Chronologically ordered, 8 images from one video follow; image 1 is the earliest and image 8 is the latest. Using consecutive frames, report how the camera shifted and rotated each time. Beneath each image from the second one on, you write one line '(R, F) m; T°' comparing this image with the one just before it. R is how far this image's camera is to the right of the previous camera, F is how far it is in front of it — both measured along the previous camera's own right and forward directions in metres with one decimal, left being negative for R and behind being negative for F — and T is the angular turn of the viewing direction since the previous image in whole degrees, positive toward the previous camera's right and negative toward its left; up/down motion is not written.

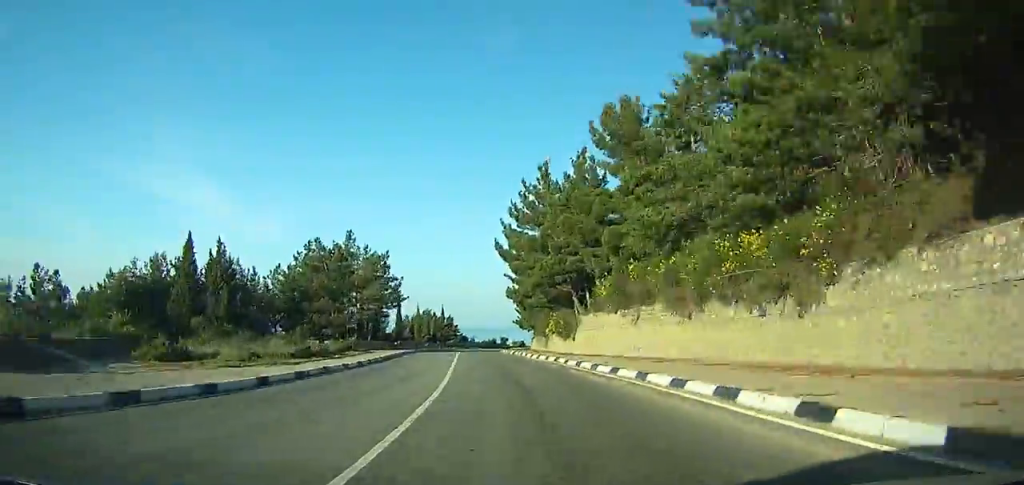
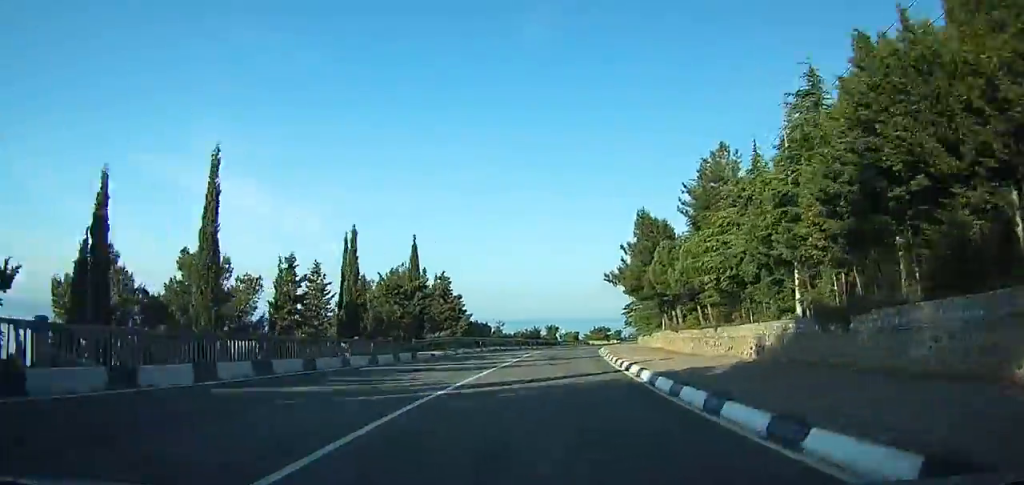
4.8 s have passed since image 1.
(-8.4, +73.5) m; -6°
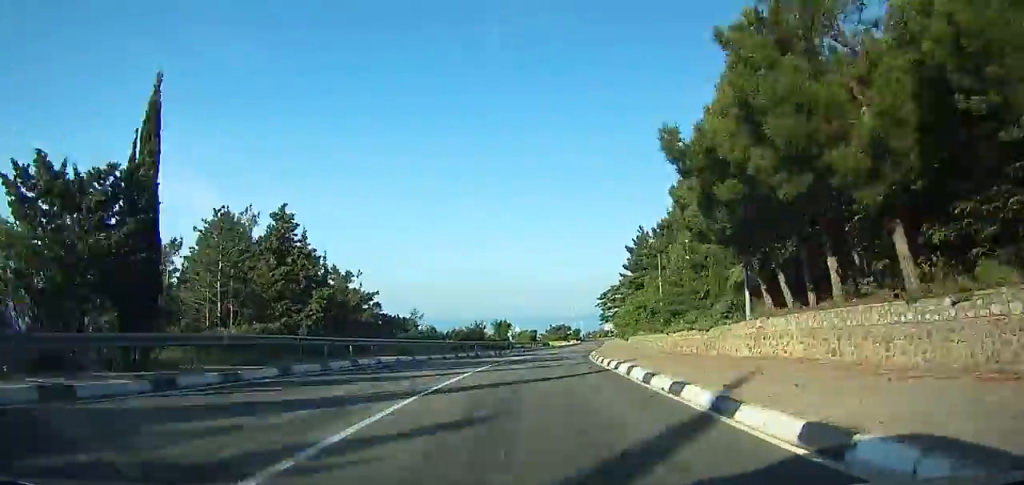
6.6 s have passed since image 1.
(-0.8, +29.4) m; +2°
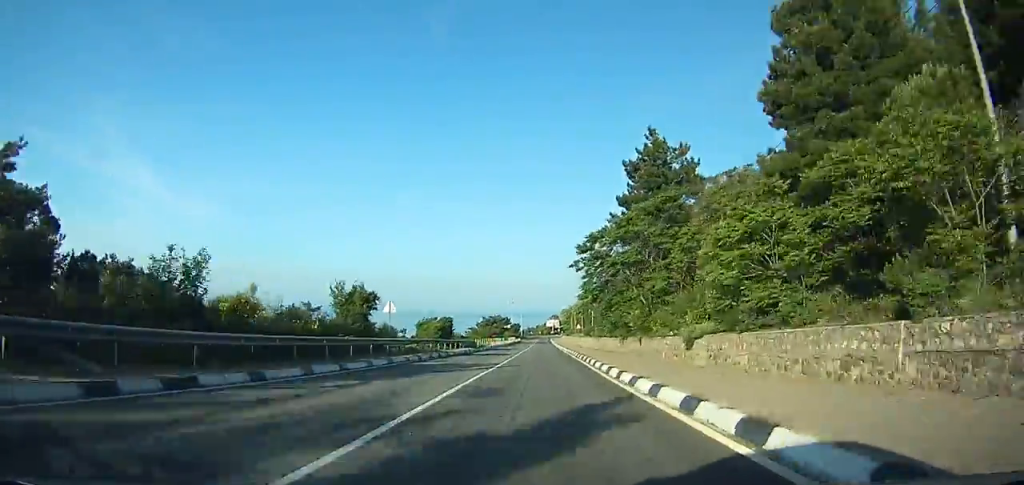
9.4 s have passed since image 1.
(+2.9, +46.2) m; +6°
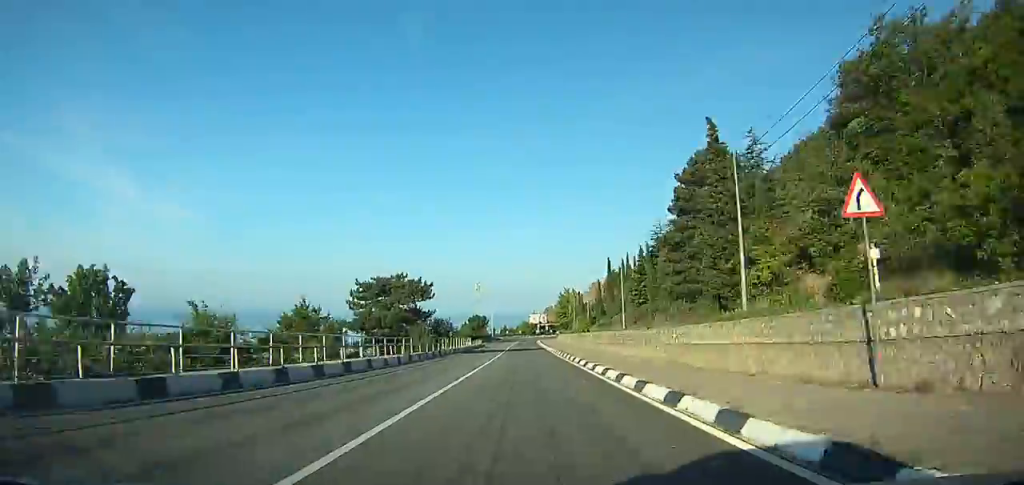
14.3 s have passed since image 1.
(+2.8, +80.2) m; +2°
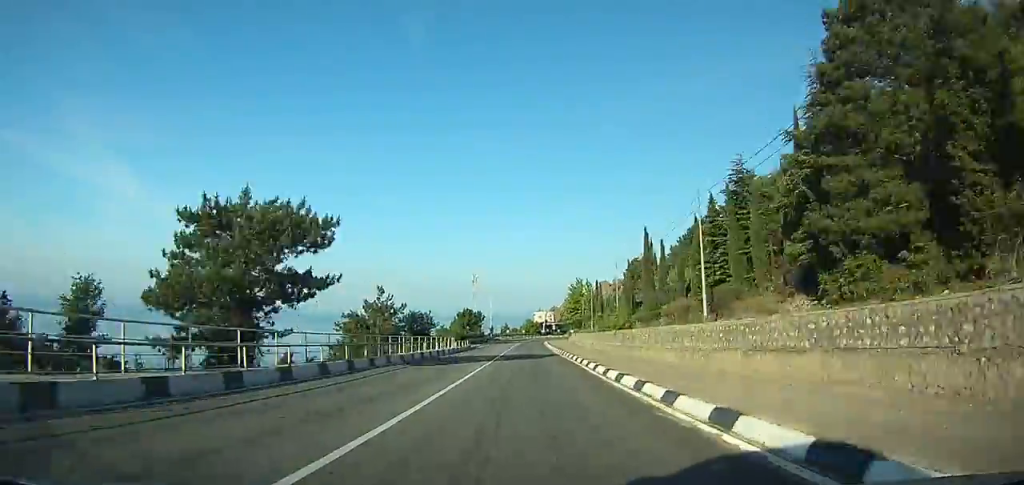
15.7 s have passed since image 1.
(-0.2, +23.0) m; 0°
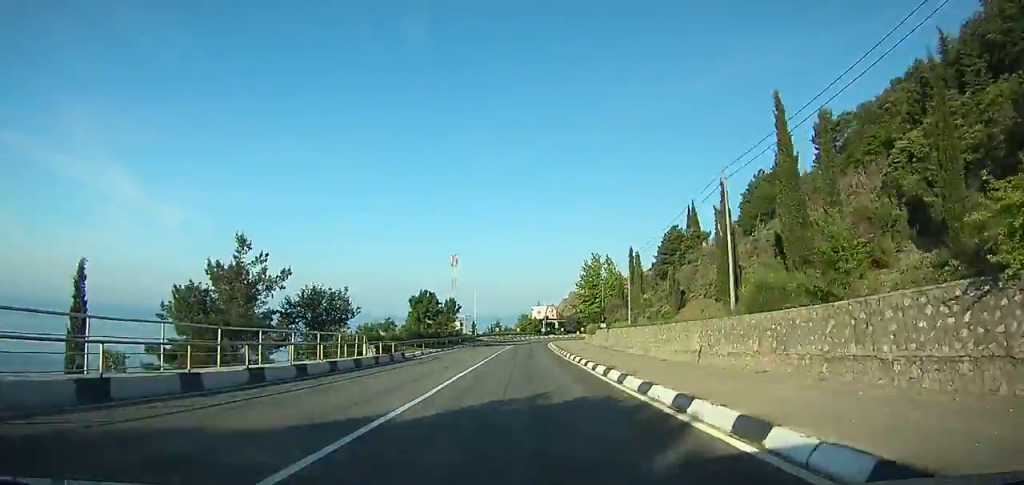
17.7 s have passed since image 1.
(+0.3, +33.3) m; +1°
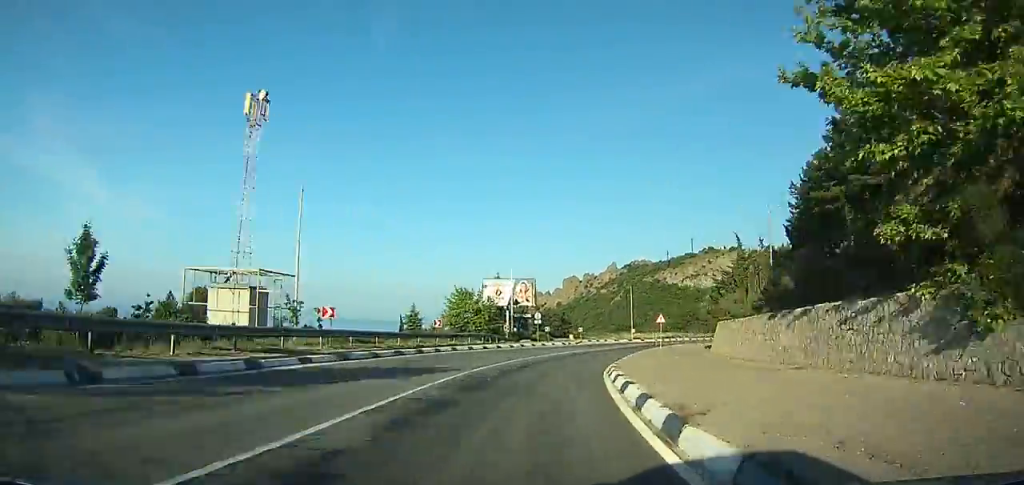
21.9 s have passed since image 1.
(+3.1, +73.9) m; +9°
